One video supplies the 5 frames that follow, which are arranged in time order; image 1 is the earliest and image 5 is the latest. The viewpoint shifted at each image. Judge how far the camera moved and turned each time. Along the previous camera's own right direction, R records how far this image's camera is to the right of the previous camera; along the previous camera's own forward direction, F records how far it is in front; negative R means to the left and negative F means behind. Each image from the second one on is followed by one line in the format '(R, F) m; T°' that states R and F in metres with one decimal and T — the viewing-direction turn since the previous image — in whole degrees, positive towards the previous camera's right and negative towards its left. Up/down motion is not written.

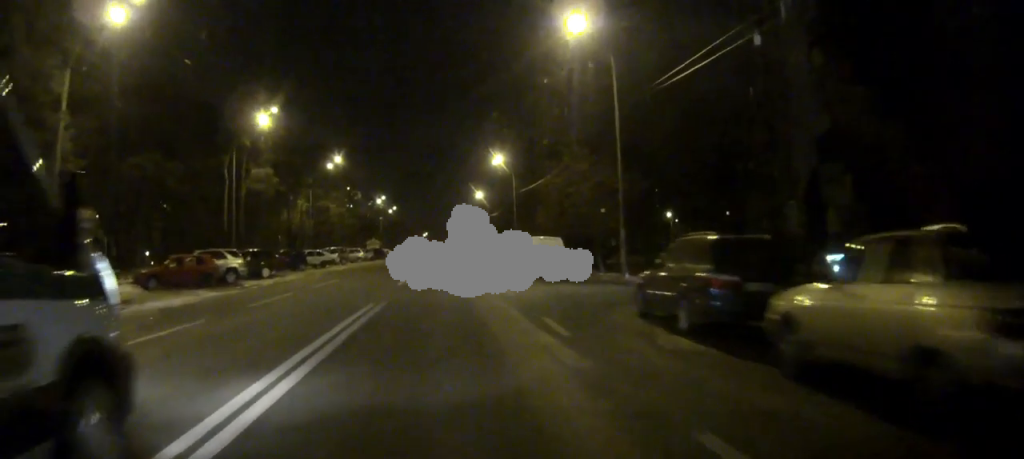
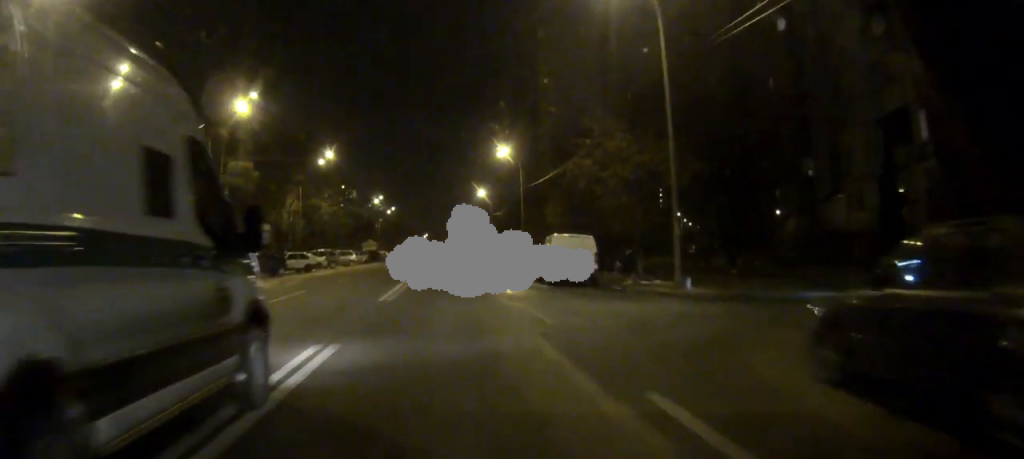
(+0.1, +7.3) m; +1°
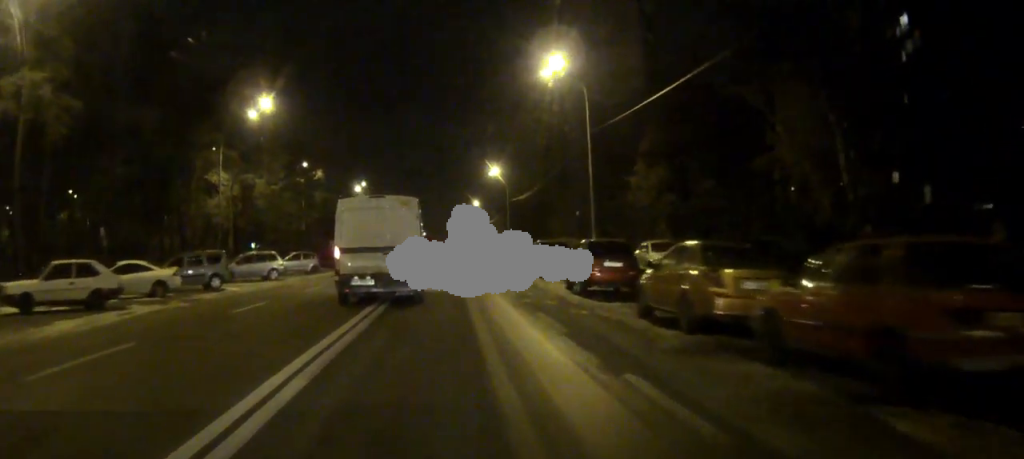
(+0.2, +35.7) m; -2°
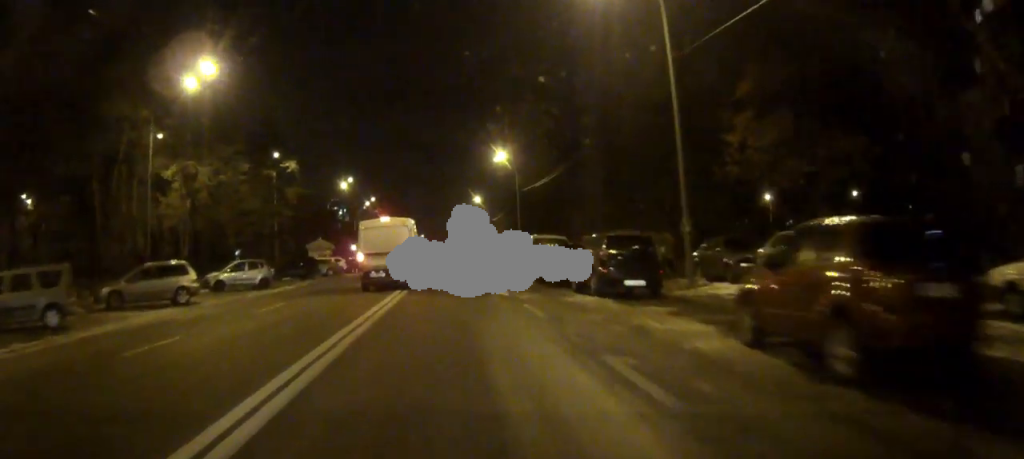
(-0.3, +14.6) m; 0°
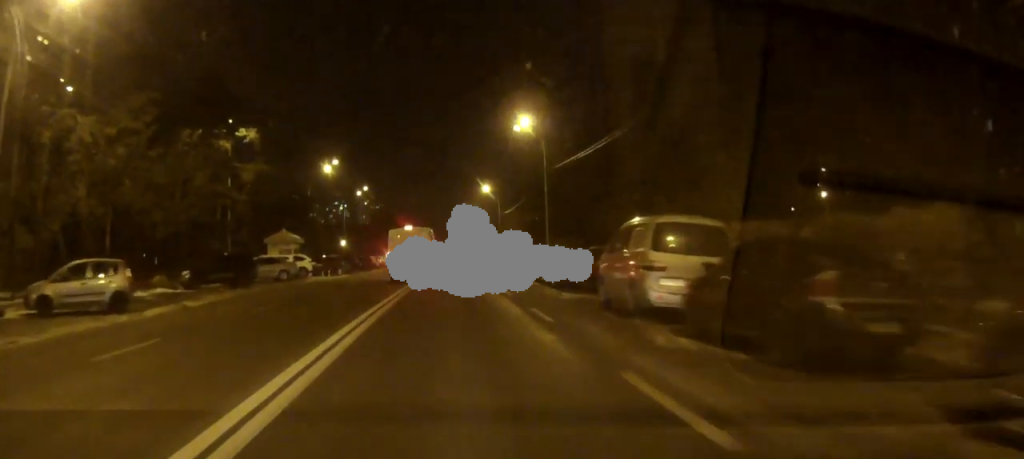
(+0.2, +19.0) m; 0°
